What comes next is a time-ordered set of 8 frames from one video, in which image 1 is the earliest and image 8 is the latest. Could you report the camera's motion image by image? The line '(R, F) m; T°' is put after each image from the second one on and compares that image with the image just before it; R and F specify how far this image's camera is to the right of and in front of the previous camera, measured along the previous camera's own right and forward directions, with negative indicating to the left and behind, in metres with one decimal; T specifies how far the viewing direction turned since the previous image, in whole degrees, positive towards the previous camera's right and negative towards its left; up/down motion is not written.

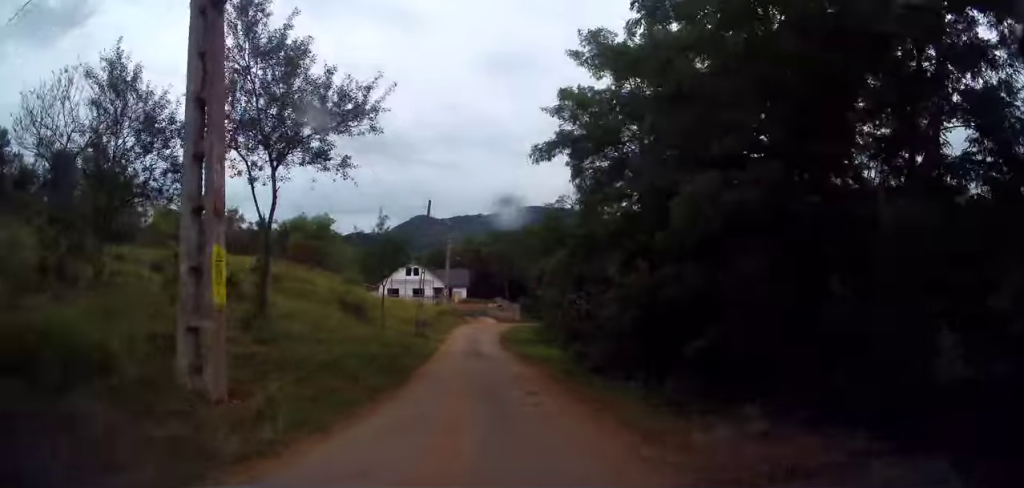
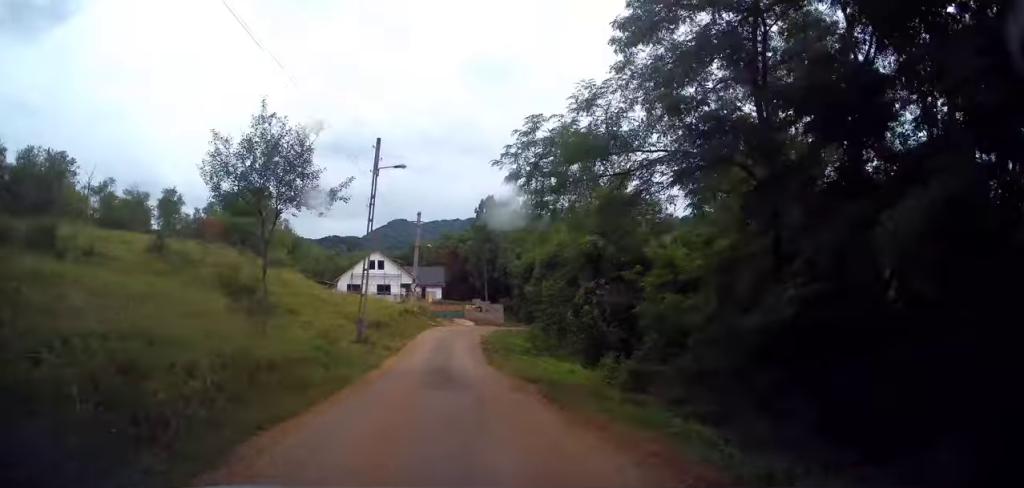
(+0.5, +10.3) m; +1°
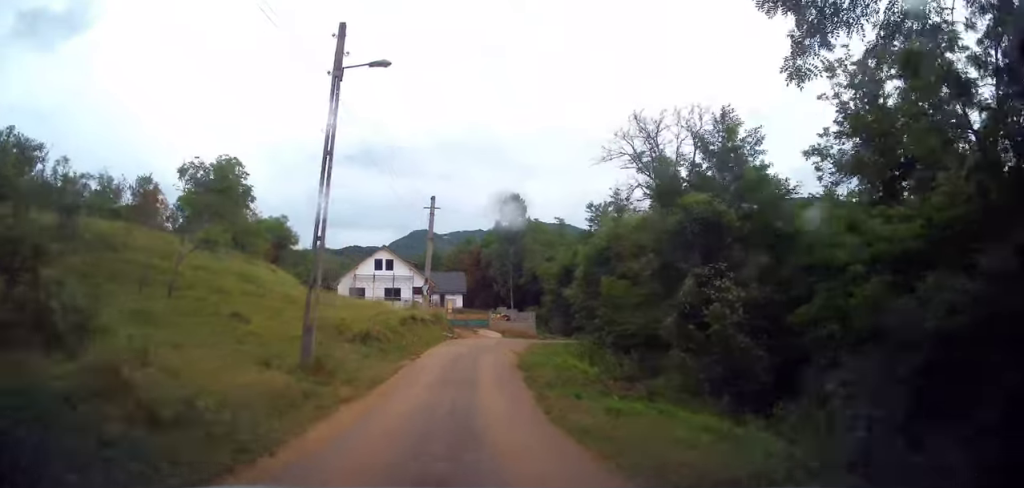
(-0.2, +9.6) m; 0°
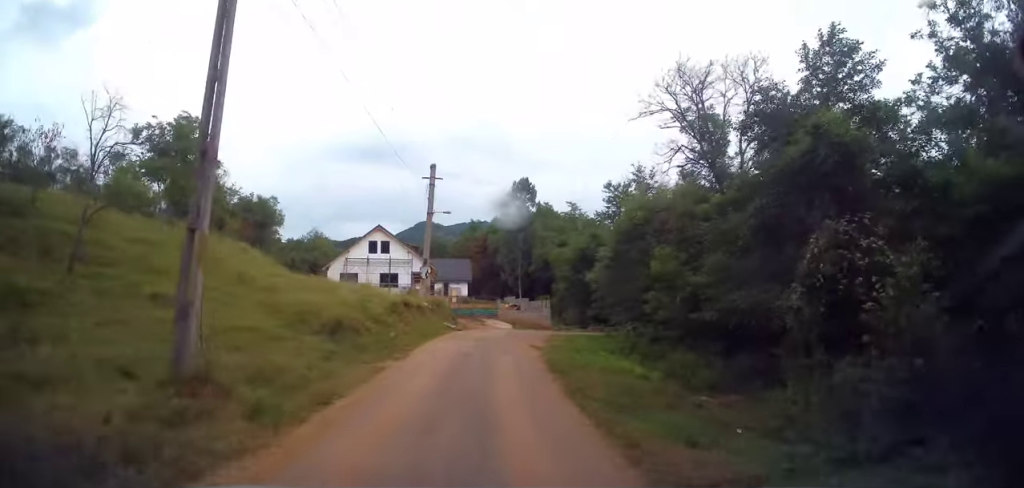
(+0.3, +5.6) m; 0°
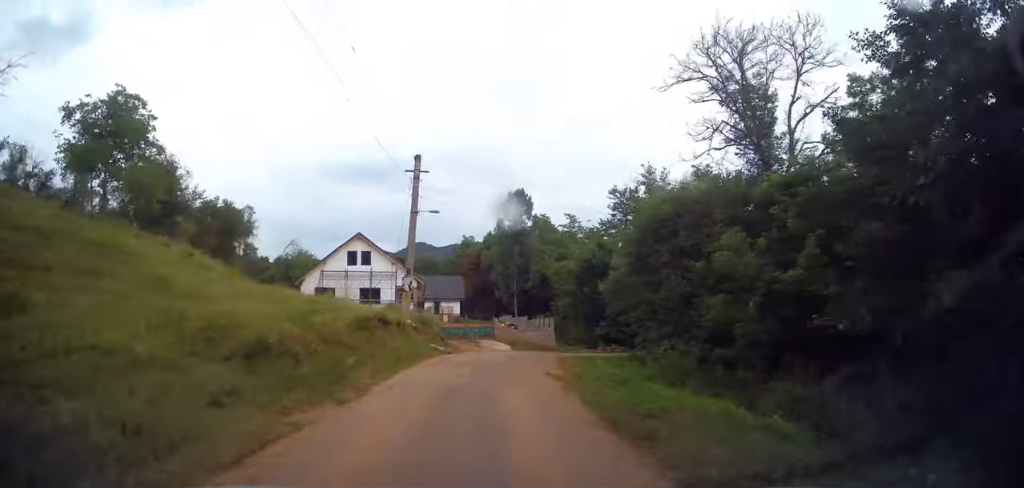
(-0.2, +5.4) m; 0°
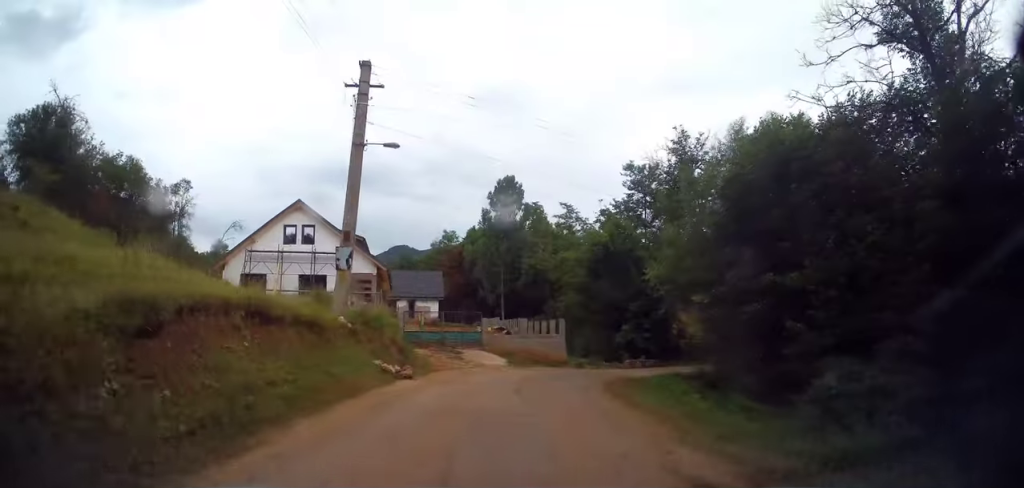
(+0.1, +10.6) m; +3°
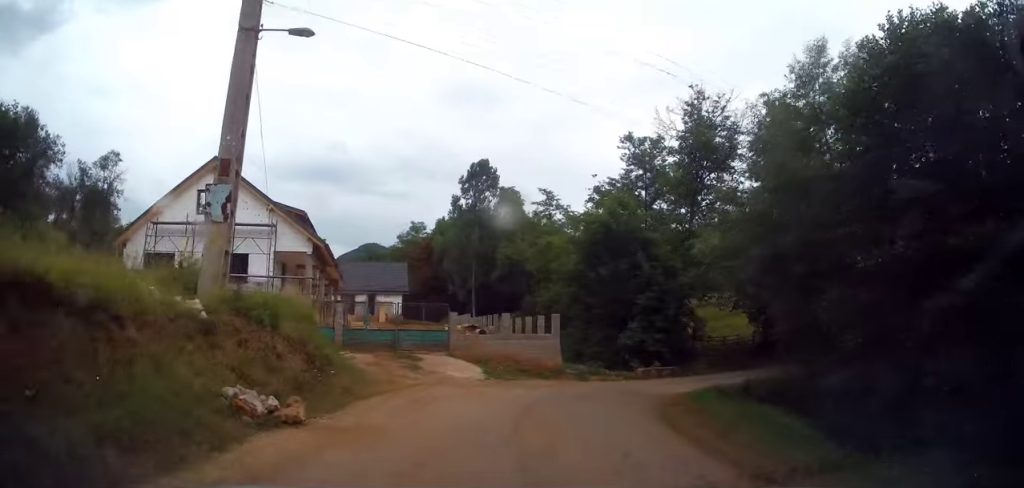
(+0.1, +7.0) m; +5°
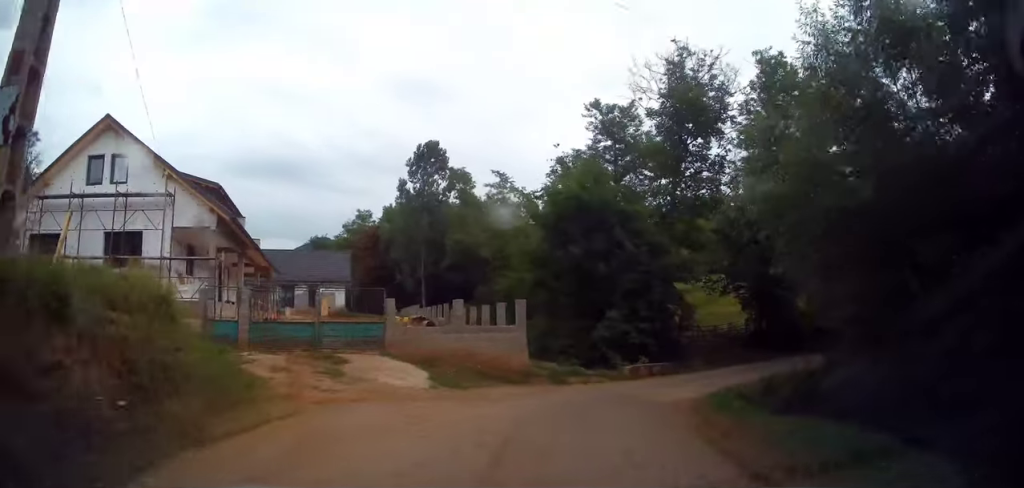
(+0.1, +4.5) m; +5°
